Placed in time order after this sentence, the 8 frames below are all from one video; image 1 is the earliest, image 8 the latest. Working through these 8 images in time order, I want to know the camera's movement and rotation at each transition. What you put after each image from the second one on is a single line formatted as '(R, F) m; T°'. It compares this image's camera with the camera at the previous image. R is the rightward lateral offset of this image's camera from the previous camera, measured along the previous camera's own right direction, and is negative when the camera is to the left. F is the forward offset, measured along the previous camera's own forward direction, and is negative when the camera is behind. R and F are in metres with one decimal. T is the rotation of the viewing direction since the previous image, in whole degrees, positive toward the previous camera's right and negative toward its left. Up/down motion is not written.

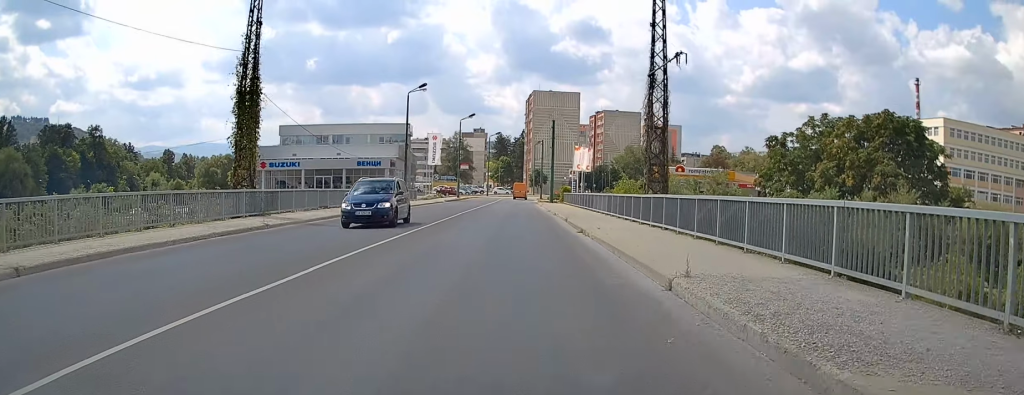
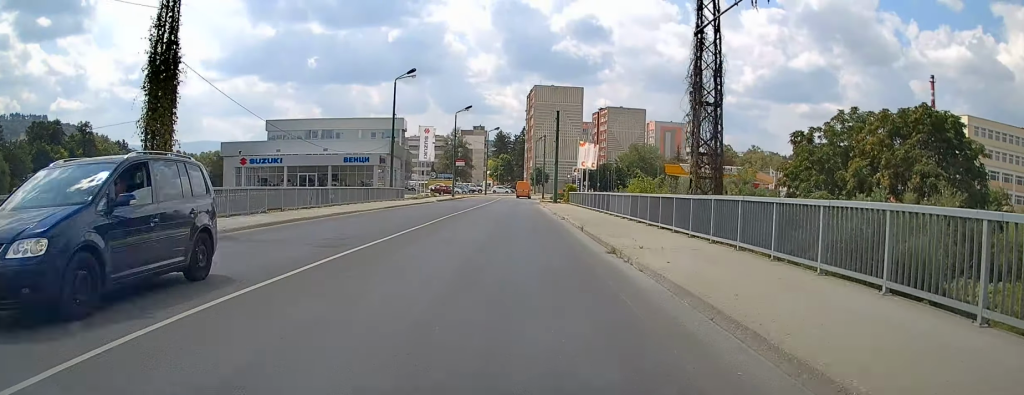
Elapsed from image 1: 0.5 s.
(+0.1, +7.6) m; 0°
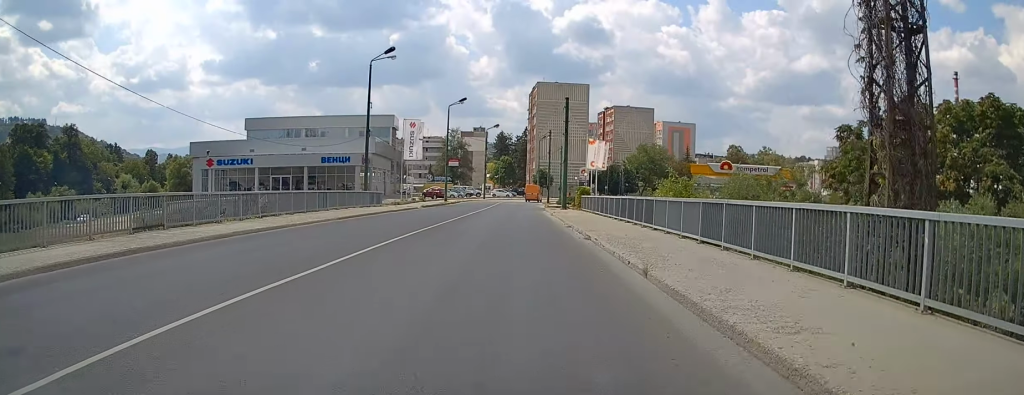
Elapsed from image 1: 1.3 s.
(0.0, +11.0) m; 0°
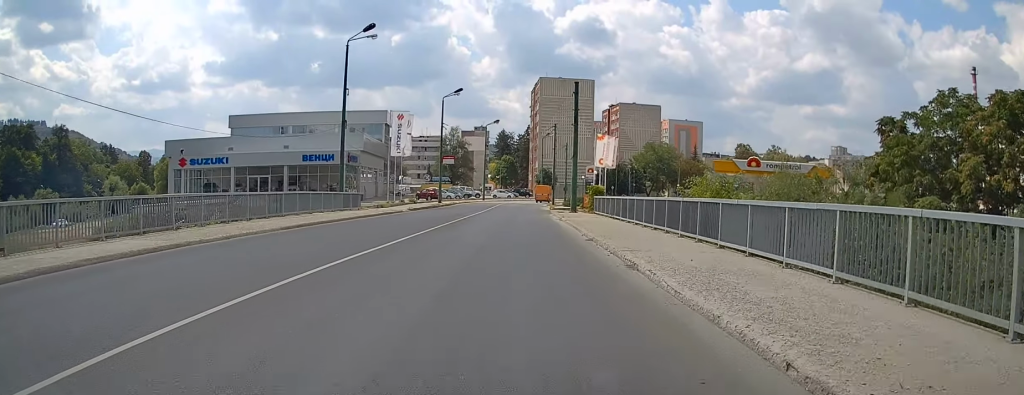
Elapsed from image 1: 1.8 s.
(-0.1, +7.7) m; 0°
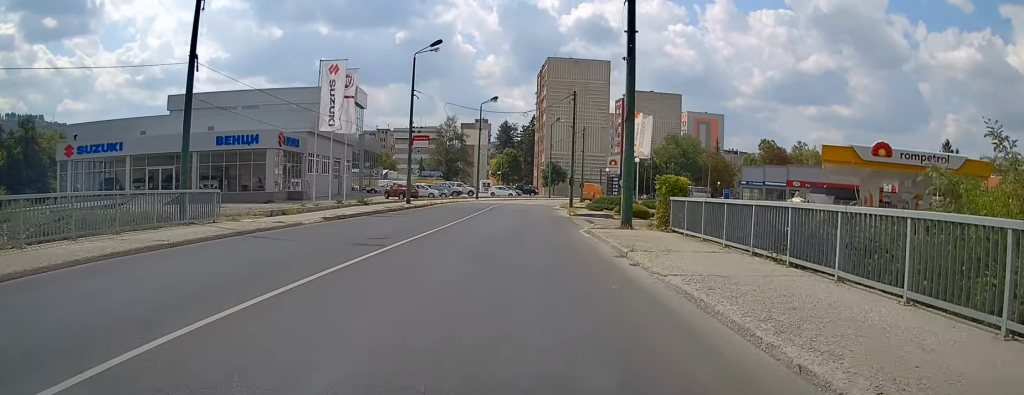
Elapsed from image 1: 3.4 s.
(-0.1, +21.8) m; -2°
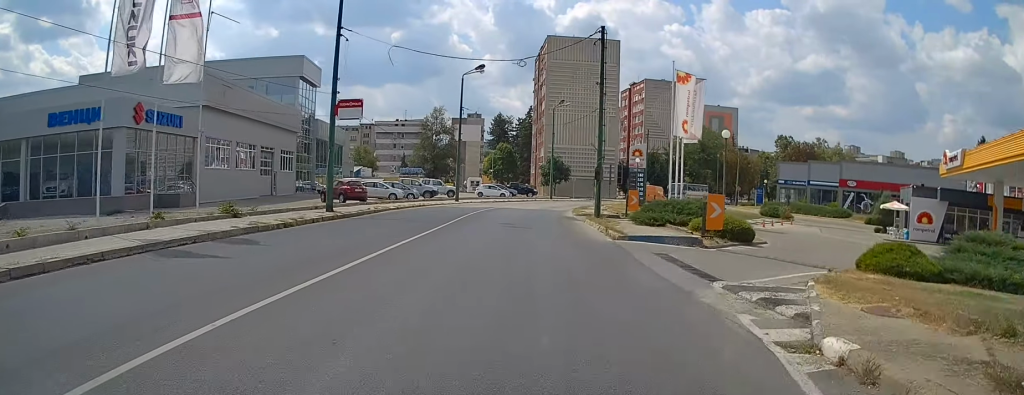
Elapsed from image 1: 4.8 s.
(-0.3, +19.9) m; +1°
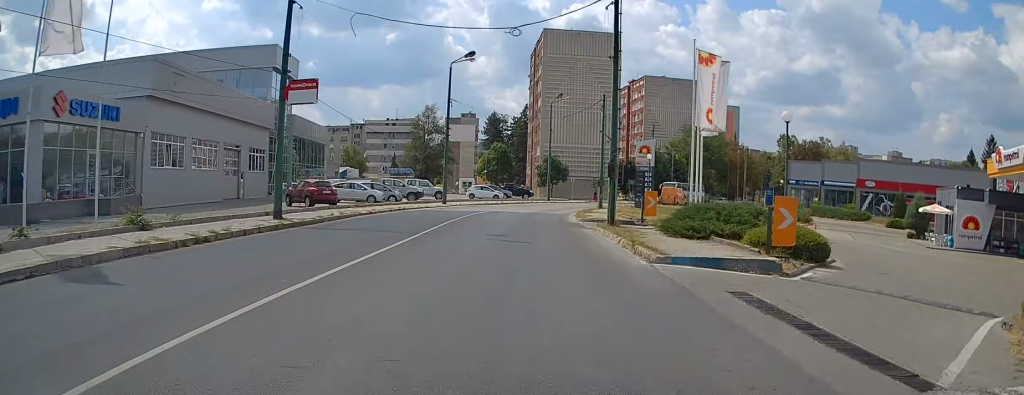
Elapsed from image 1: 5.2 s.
(+0.1, +6.1) m; +1°
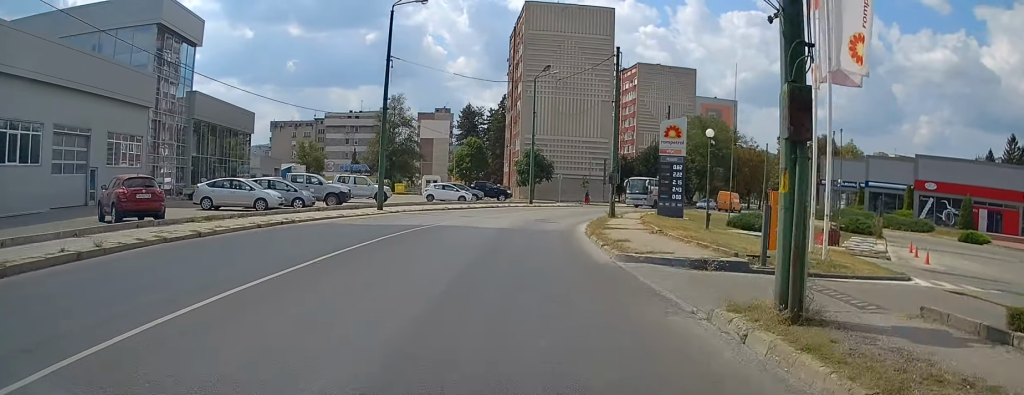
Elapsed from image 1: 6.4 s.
(+0.3, +17.4) m; +2°
